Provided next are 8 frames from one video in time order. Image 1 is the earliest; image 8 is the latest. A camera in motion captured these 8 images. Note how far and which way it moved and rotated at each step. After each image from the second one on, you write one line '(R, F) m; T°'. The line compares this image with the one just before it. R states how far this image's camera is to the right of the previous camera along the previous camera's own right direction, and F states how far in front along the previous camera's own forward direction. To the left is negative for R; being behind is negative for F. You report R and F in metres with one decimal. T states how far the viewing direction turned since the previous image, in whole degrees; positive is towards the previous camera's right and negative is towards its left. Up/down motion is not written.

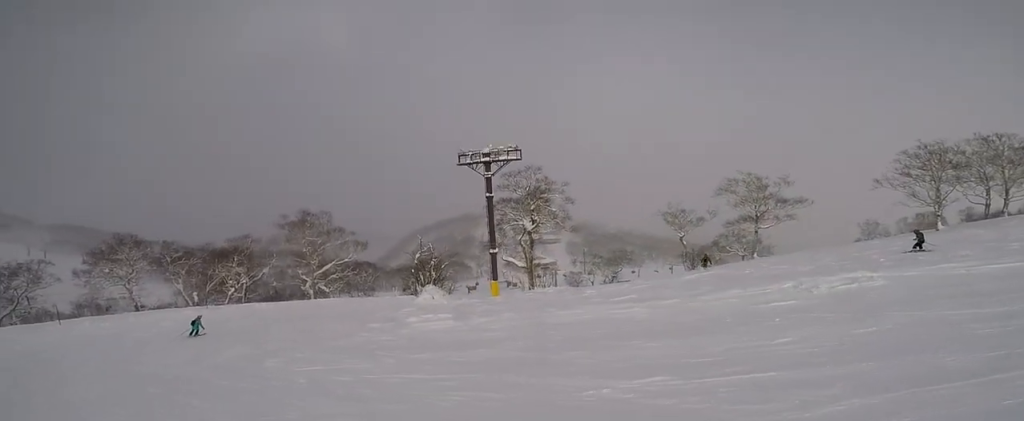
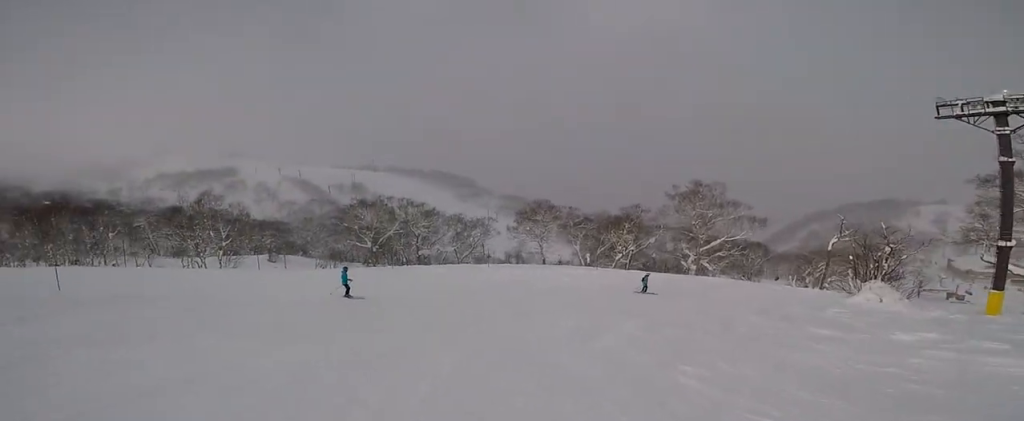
(+0.4, +4.6) m; -11°
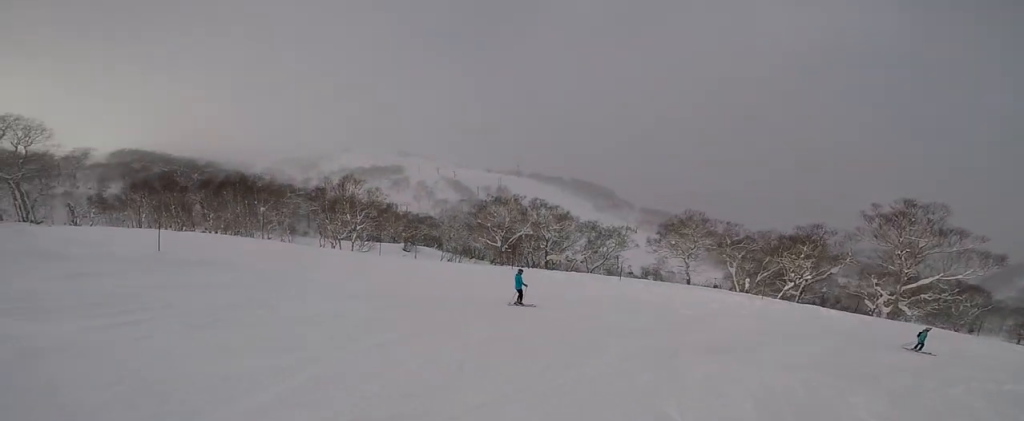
(-0.7, +3.5) m; -22°
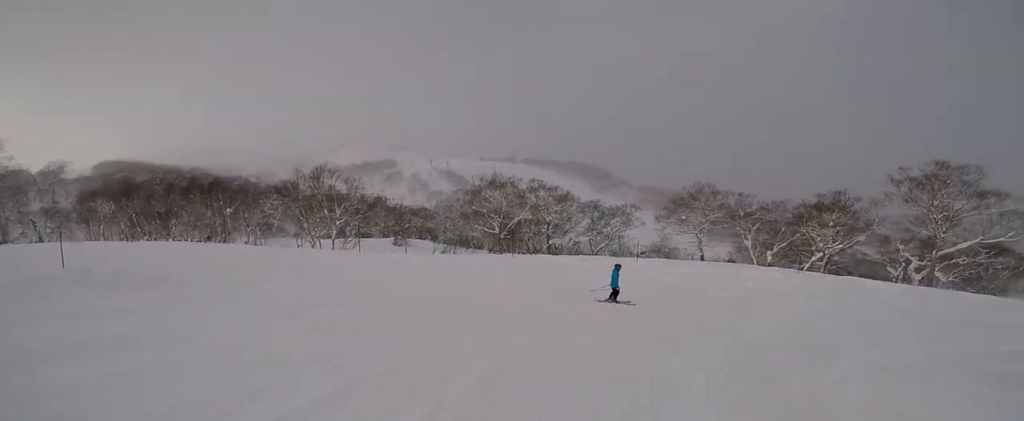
(-0.7, +3.4) m; -3°
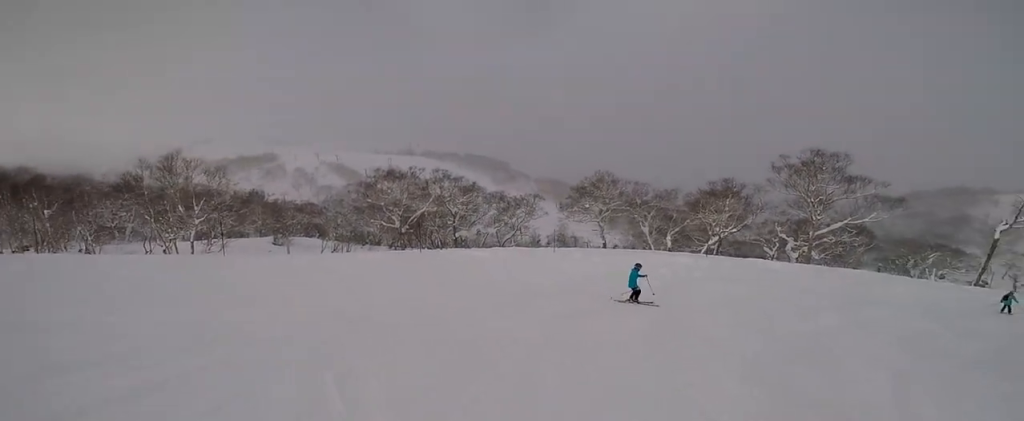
(+0.2, +2.7) m; +11°
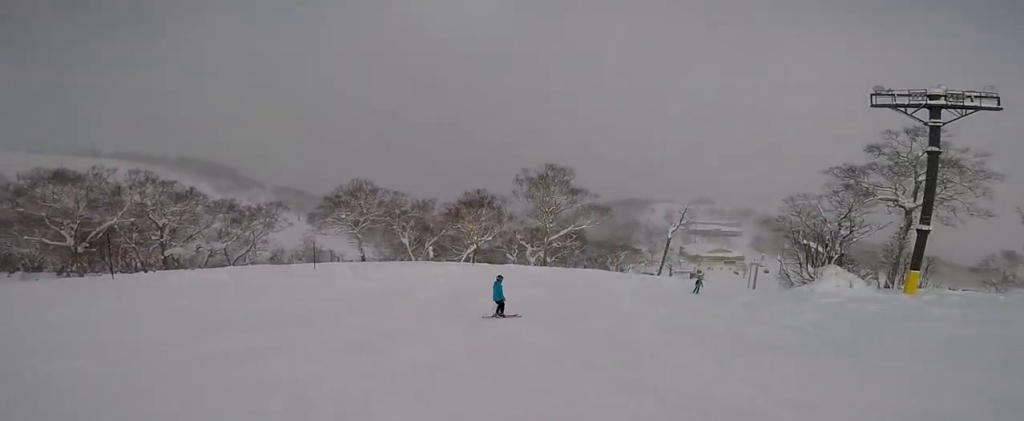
(-0.2, +2.1) m; +13°
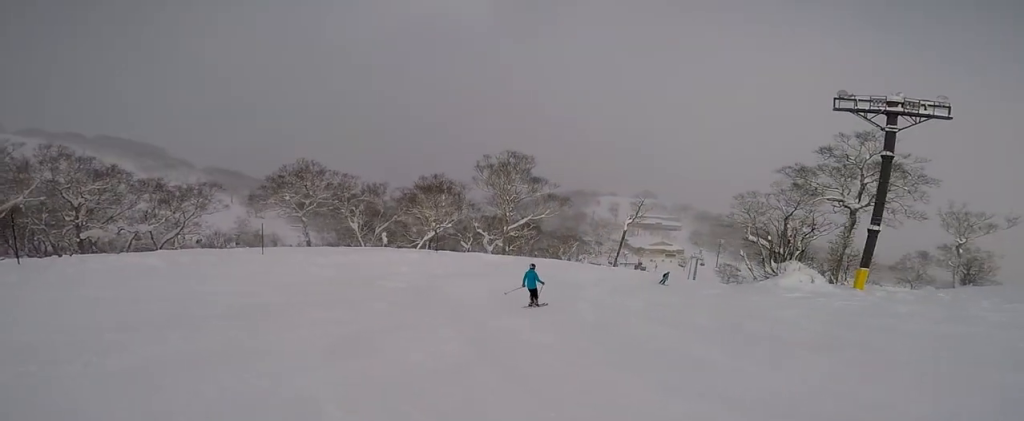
(+0.5, +1.5) m; +12°
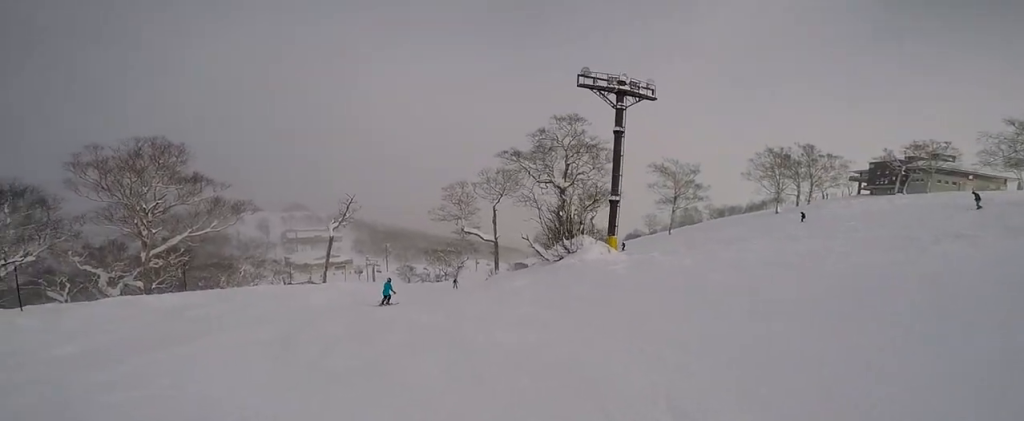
(+5.8, +7.5) m; +47°
